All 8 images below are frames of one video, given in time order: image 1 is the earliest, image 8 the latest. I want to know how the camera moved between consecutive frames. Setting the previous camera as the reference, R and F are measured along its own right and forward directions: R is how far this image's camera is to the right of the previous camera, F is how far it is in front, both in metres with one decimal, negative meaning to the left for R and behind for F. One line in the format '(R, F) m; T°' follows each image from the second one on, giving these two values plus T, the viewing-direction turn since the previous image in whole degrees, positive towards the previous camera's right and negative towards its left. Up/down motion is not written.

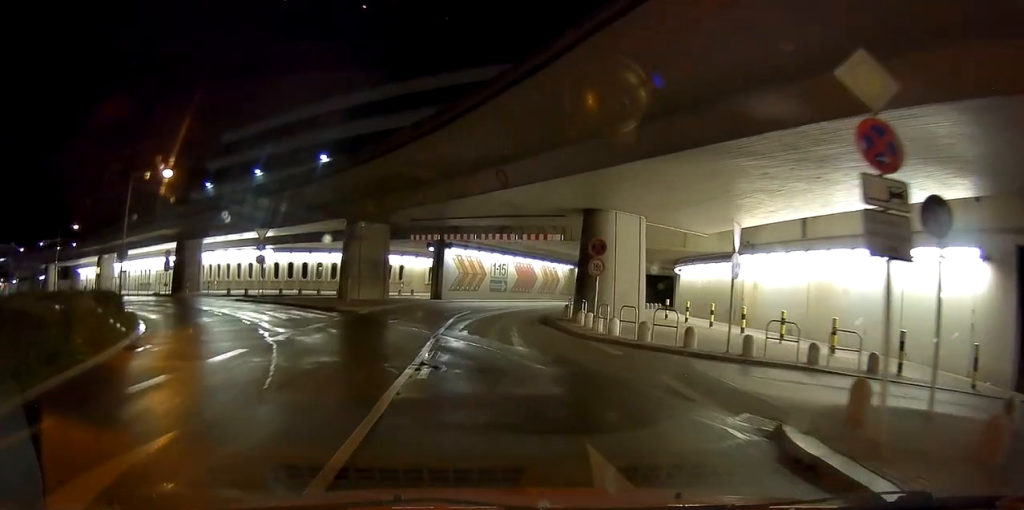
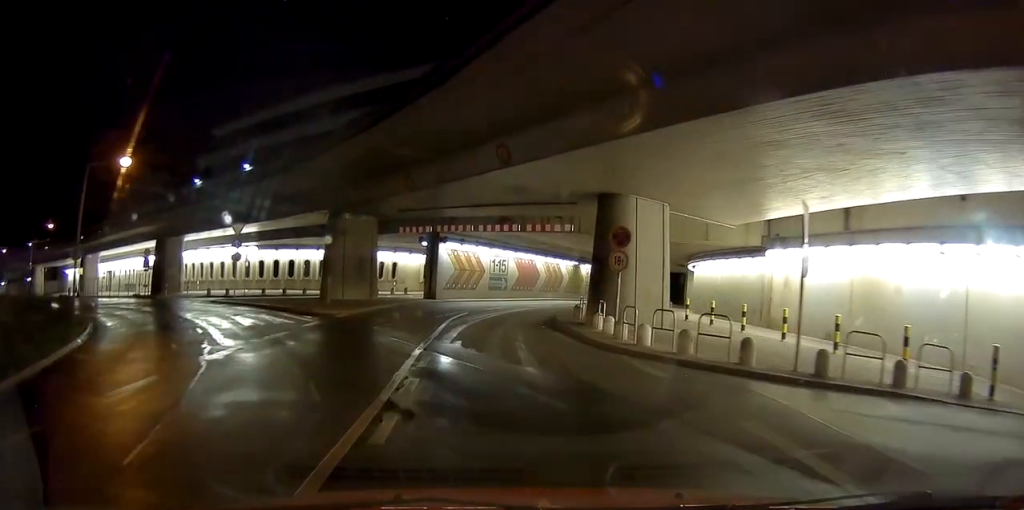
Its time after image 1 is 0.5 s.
(0.0, +3.3) m; 0°
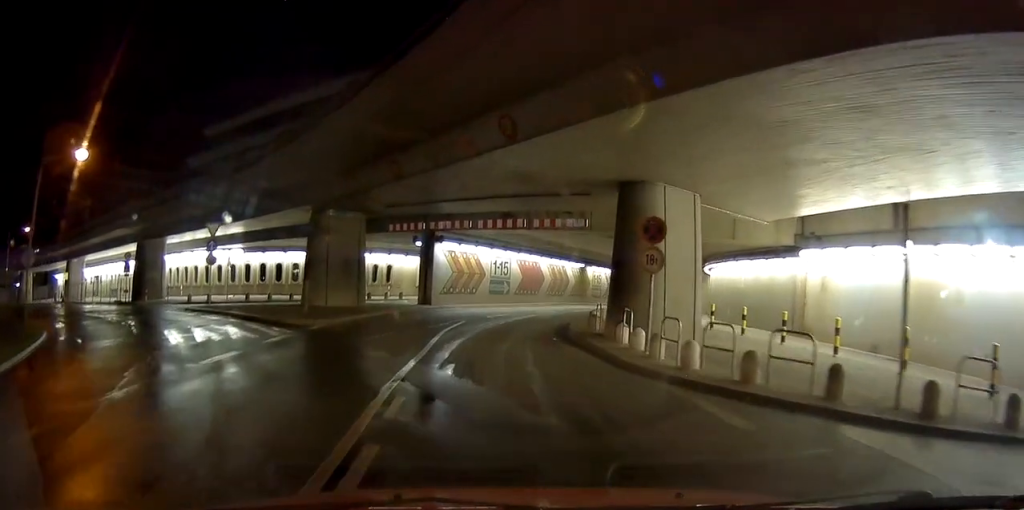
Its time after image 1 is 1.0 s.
(0.0, +3.0) m; 0°
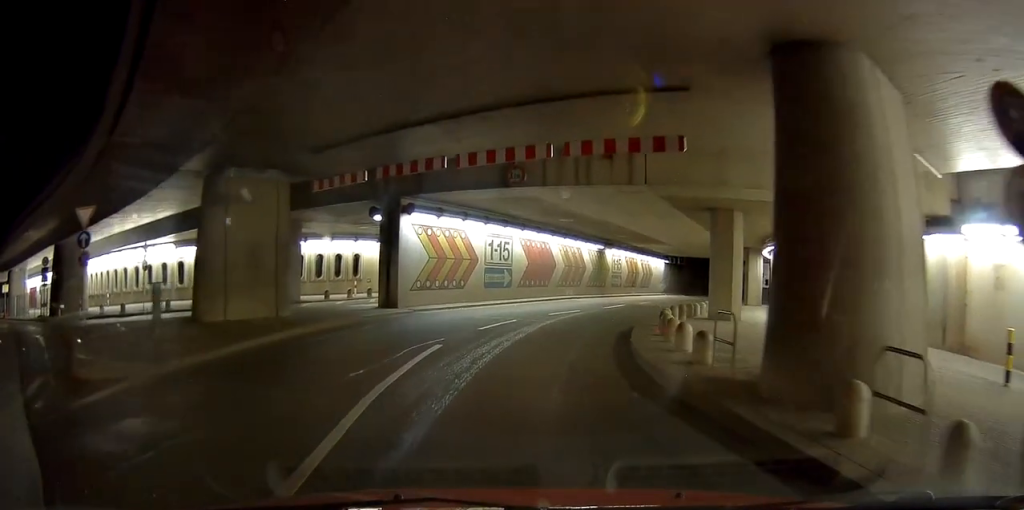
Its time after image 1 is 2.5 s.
(0.0, +9.5) m; 0°
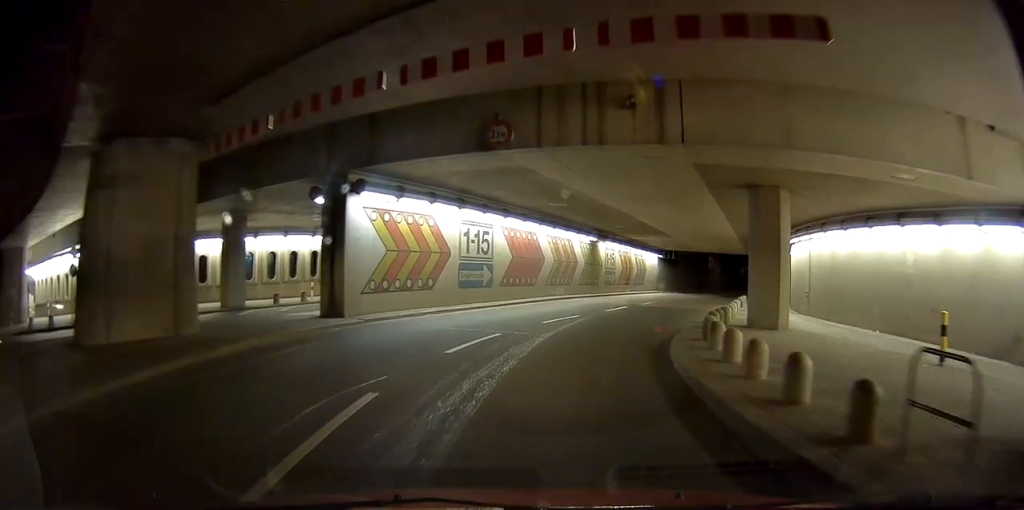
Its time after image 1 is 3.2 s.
(0.0, +4.5) m; 0°
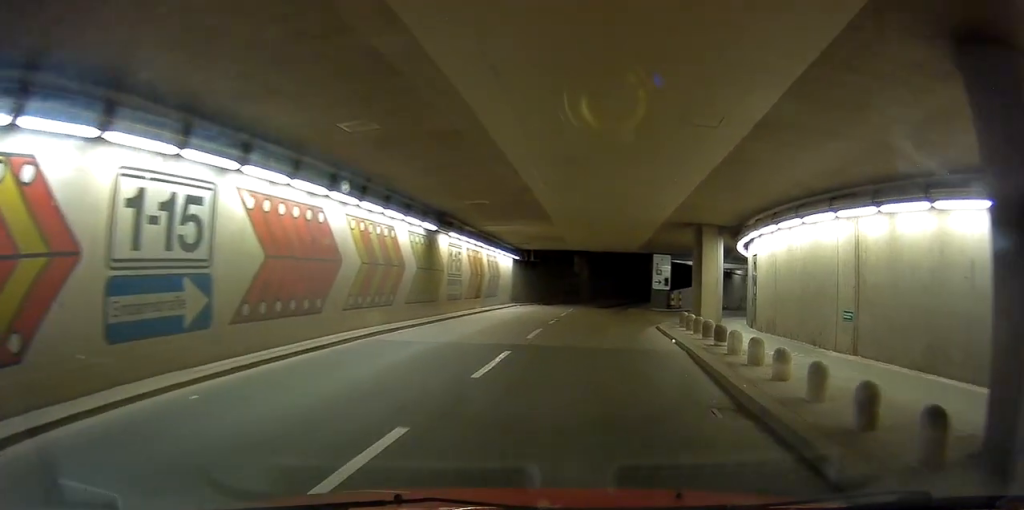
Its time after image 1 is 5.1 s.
(+0.7, +11.7) m; +8°
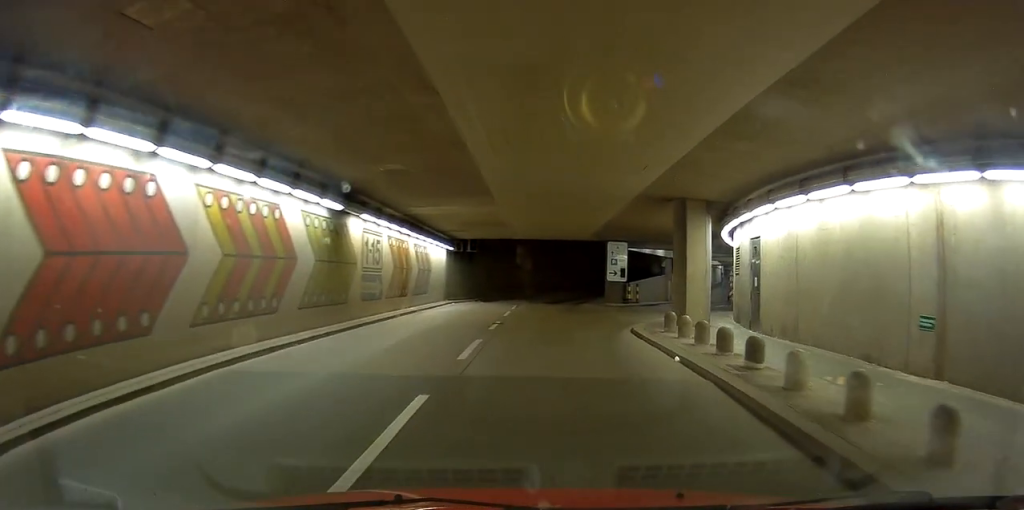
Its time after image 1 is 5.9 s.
(+0.1, +4.4) m; +1°
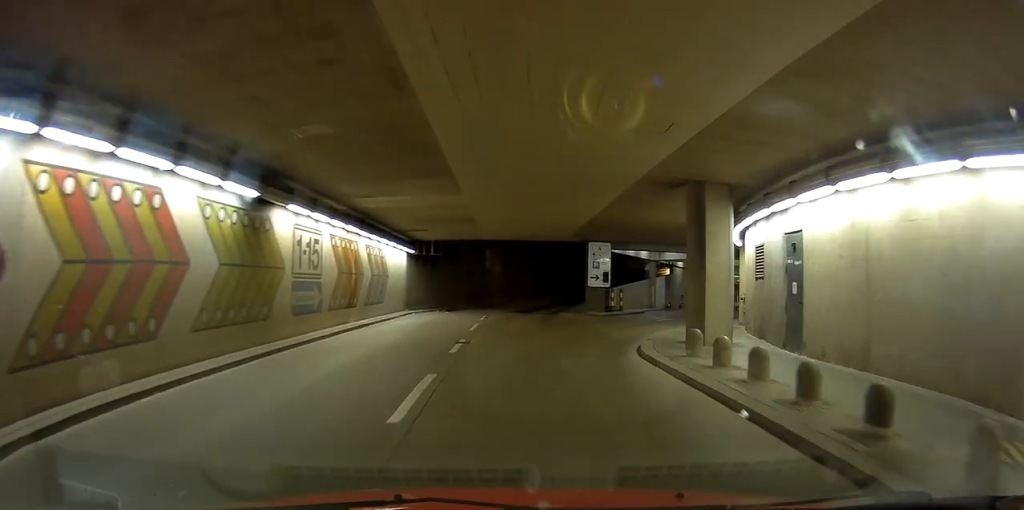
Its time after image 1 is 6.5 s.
(0.0, +3.5) m; -1°
